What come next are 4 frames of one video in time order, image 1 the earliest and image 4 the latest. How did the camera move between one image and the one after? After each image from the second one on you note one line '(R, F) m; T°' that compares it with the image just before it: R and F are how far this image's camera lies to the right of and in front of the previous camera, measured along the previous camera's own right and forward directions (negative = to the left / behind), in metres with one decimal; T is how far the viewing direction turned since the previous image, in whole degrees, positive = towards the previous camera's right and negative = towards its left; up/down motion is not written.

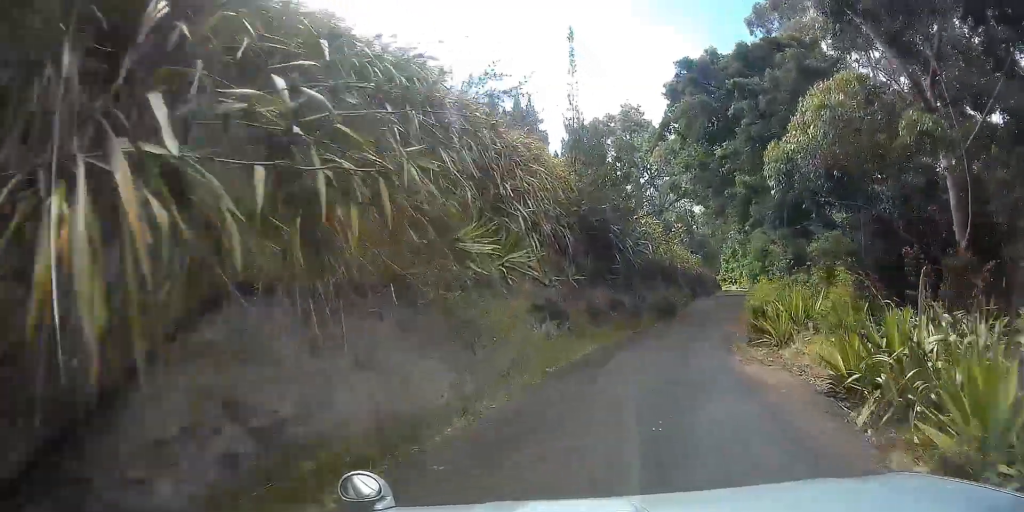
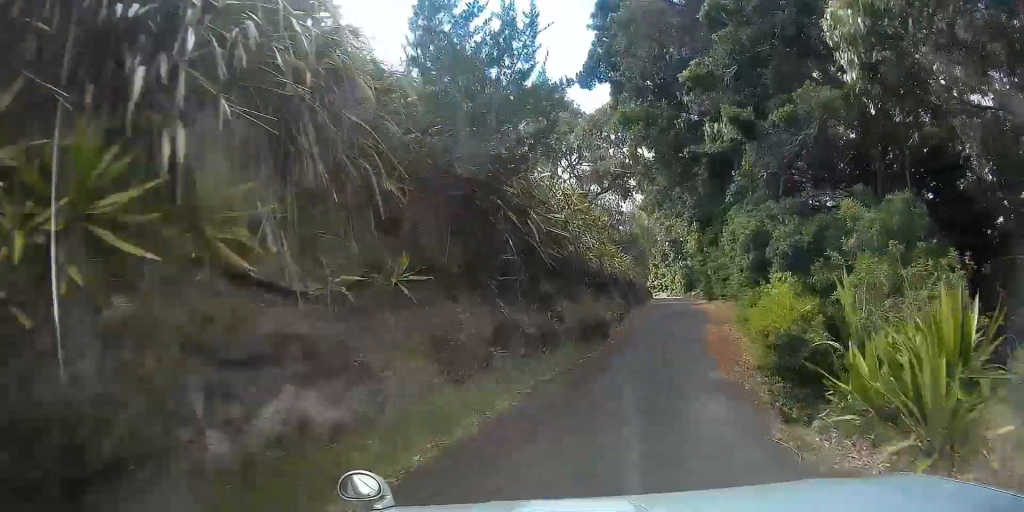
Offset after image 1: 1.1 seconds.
(+0.3, +9.3) m; +4°
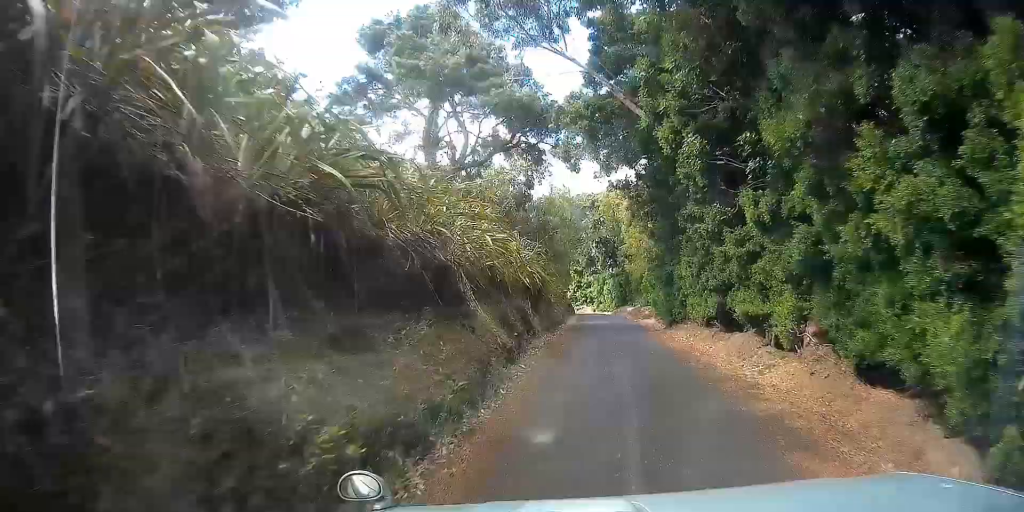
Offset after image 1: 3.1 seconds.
(+1.8, +16.7) m; +16°
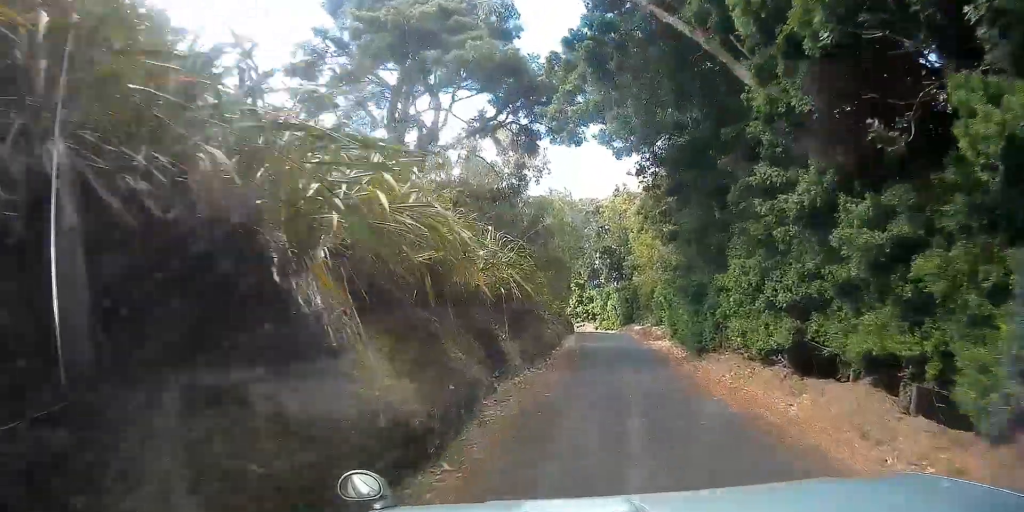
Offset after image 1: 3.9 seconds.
(+0.4, +6.2) m; +7°
